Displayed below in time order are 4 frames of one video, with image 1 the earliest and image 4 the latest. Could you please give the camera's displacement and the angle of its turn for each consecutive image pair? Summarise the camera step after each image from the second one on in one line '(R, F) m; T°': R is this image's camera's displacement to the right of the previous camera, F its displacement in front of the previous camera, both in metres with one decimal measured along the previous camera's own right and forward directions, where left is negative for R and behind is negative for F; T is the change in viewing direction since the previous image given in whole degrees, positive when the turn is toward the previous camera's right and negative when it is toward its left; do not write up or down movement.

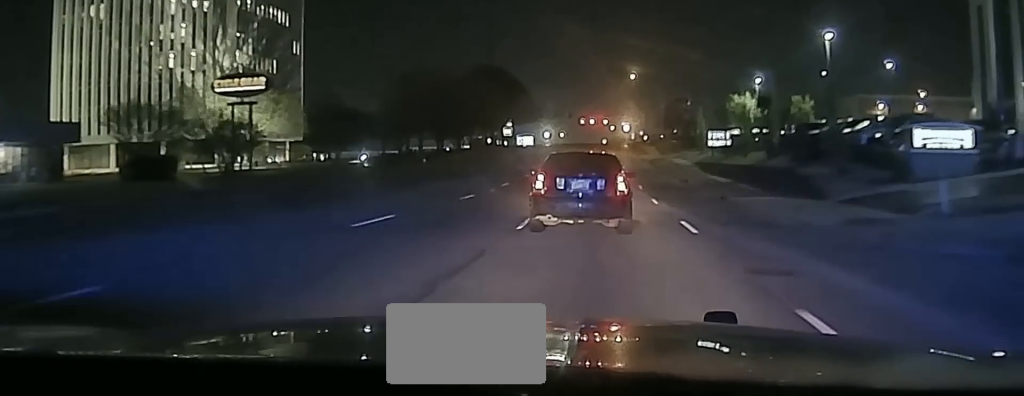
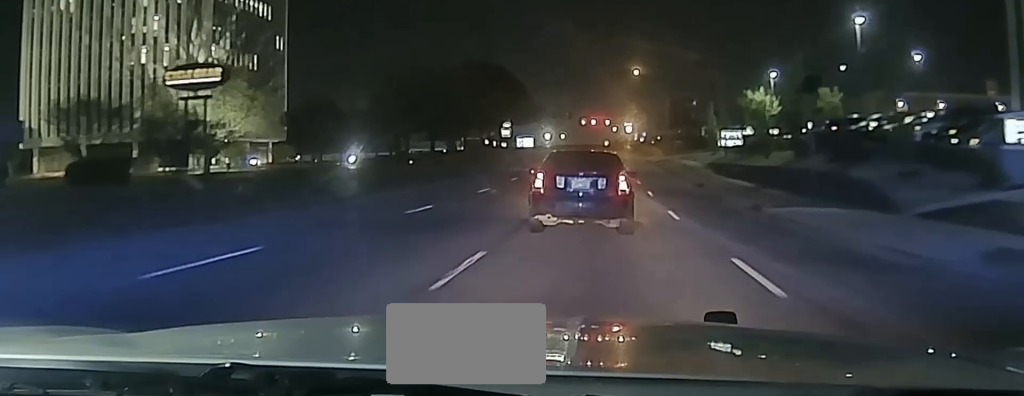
(-0.1, +7.0) m; 0°
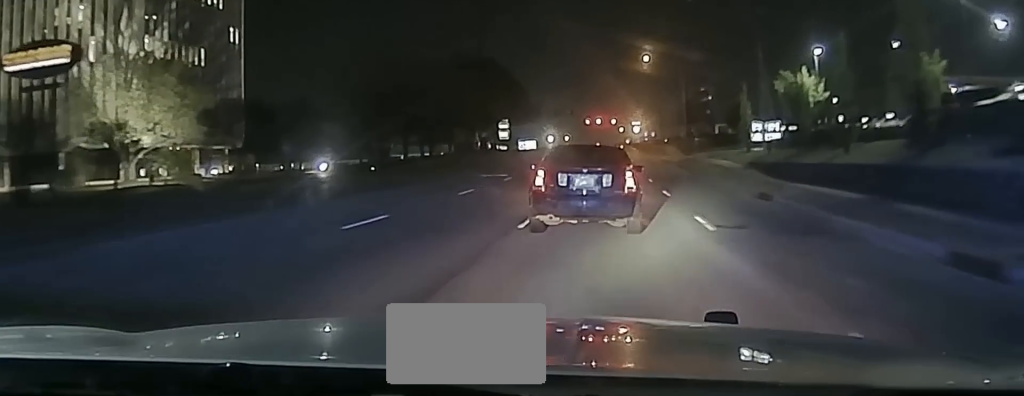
(+0.1, +14.0) m; +1°
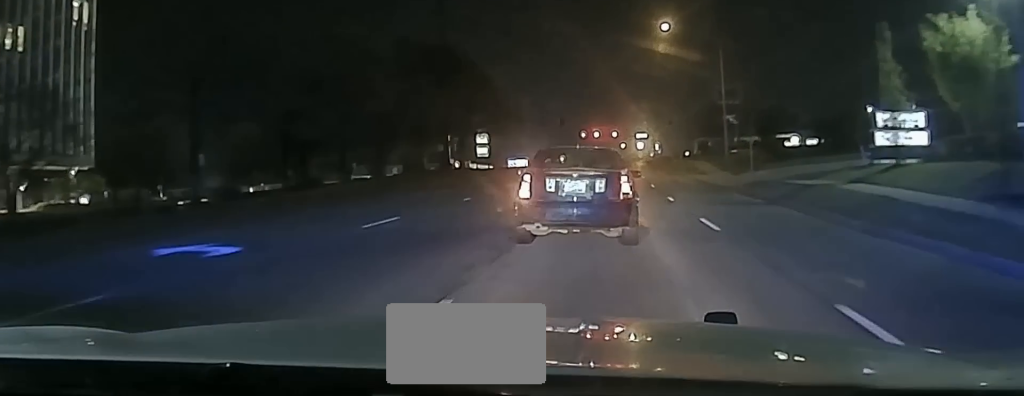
(+0.1, +31.9) m; -1°
